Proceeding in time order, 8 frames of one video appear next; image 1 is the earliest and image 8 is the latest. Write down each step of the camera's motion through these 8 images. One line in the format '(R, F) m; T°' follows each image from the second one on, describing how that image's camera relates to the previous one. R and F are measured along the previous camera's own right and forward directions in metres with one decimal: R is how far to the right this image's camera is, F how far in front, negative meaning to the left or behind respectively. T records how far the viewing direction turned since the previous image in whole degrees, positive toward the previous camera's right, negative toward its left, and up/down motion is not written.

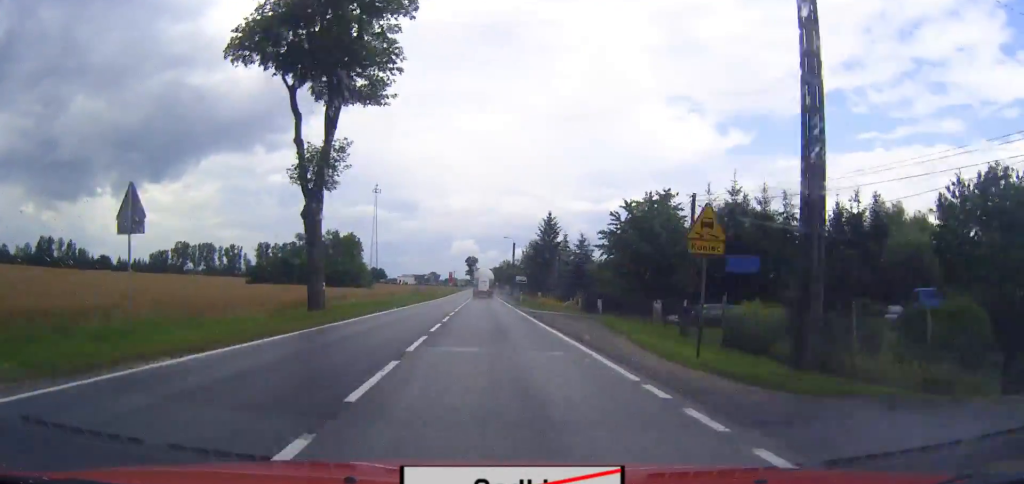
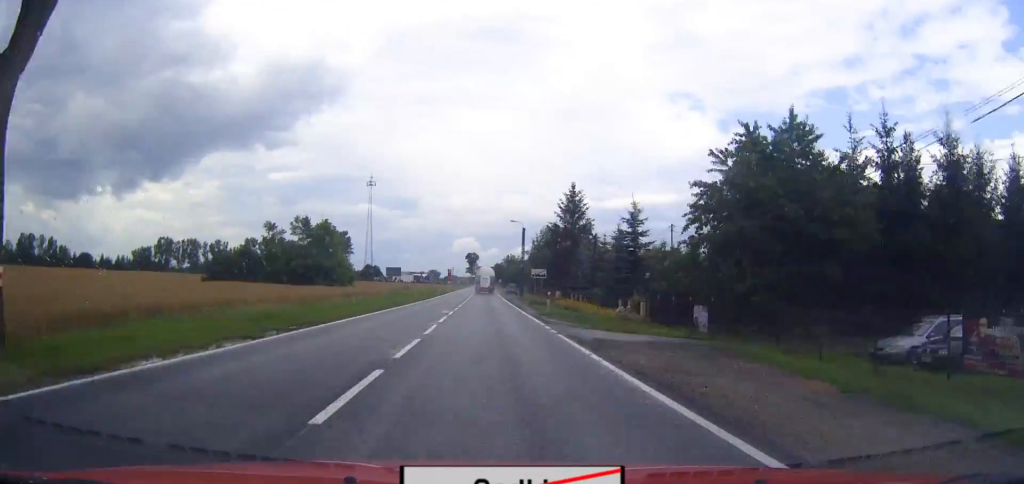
(+0.1, +26.0) m; 0°
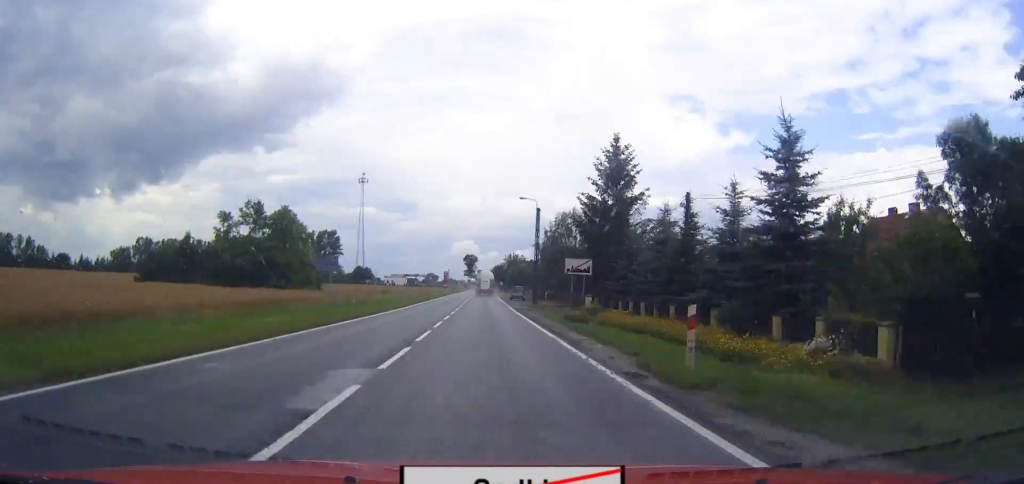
(0.0, +26.7) m; 0°
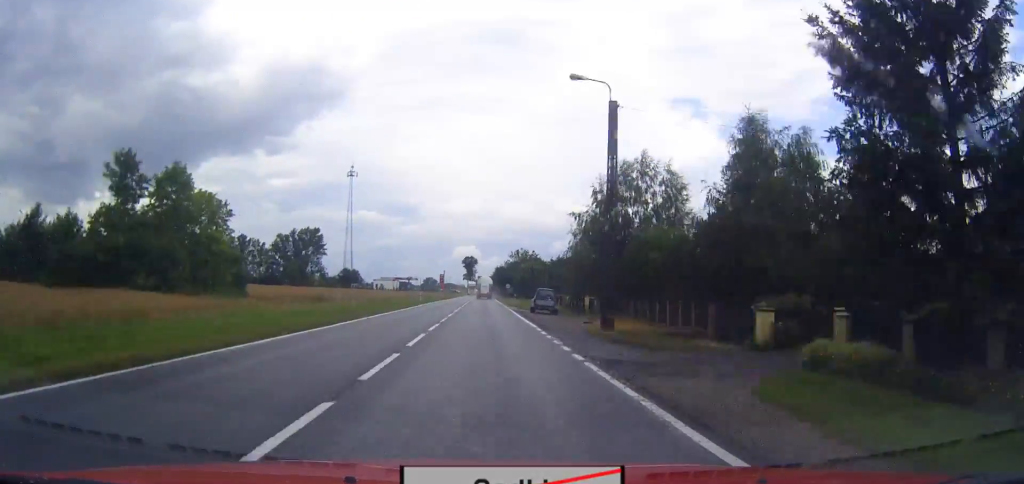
(-0.1, +40.9) m; 0°
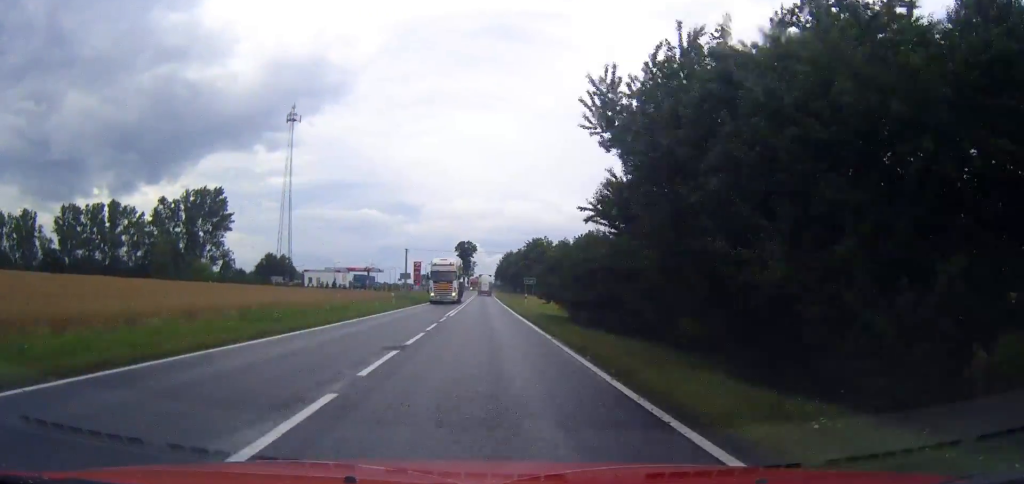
(-0.1, +123.5) m; 0°
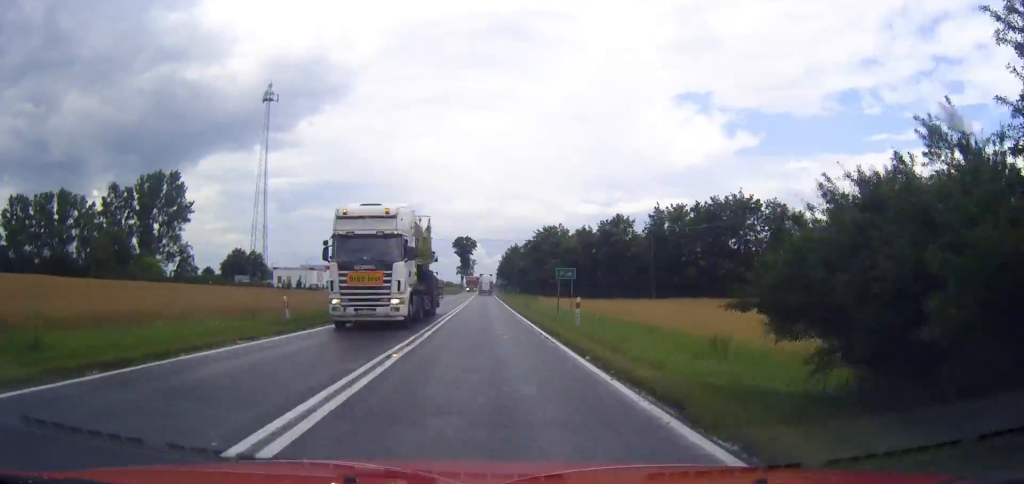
(0.0, +30.4) m; 0°
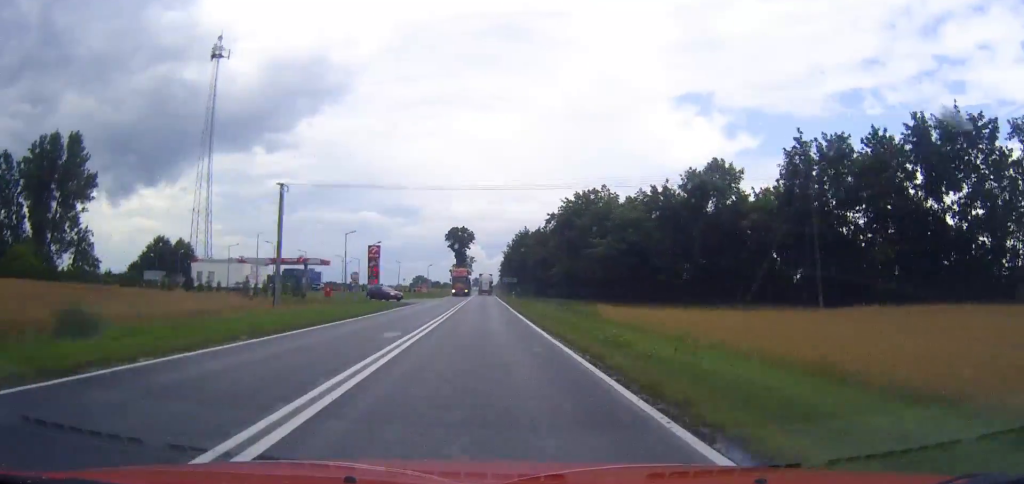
(0.0, +48.0) m; 0°
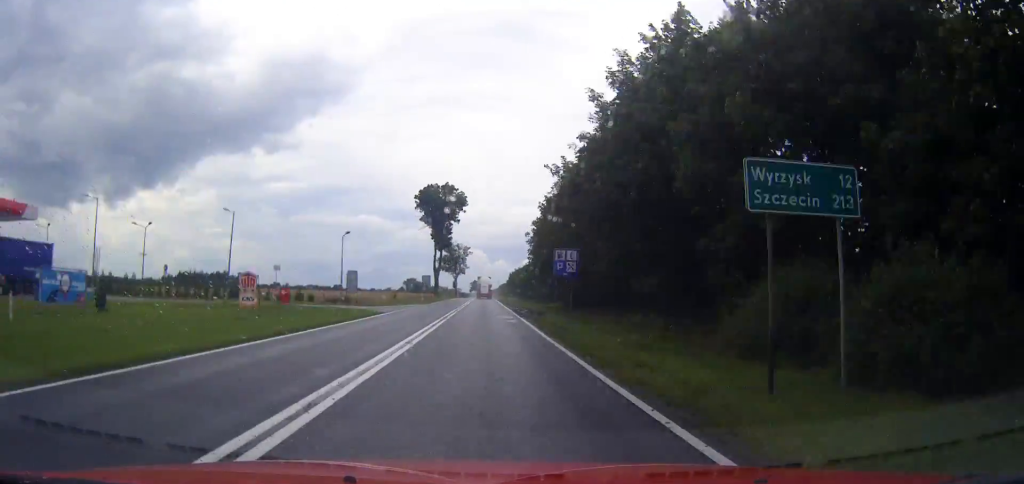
(+0.1, +102.4) m; 0°
